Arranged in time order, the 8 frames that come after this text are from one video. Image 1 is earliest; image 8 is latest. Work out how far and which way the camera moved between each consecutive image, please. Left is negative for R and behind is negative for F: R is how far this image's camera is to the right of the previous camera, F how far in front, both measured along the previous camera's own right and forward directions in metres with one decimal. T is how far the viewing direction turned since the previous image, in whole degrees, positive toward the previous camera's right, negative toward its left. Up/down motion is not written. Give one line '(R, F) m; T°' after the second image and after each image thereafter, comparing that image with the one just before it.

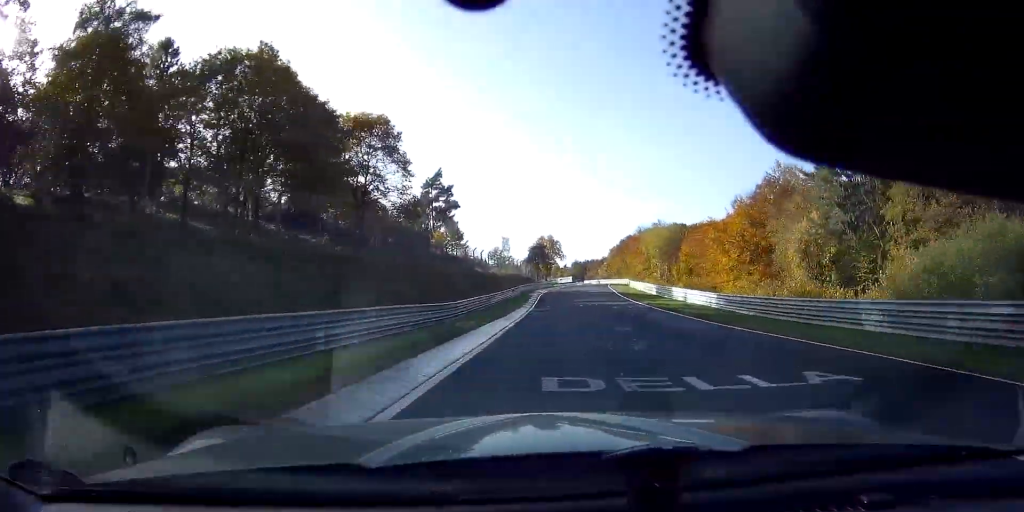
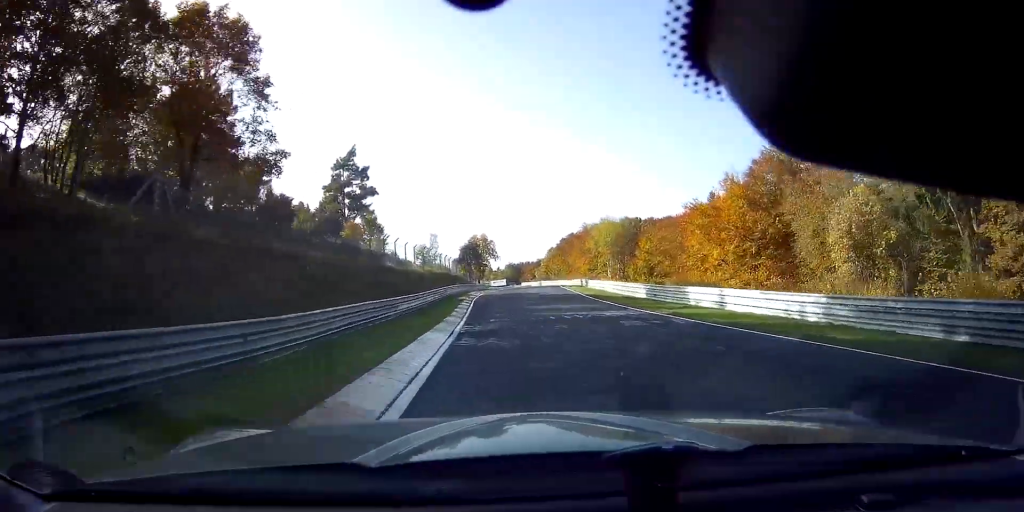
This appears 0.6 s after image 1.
(+1.5, +17.3) m; +5°
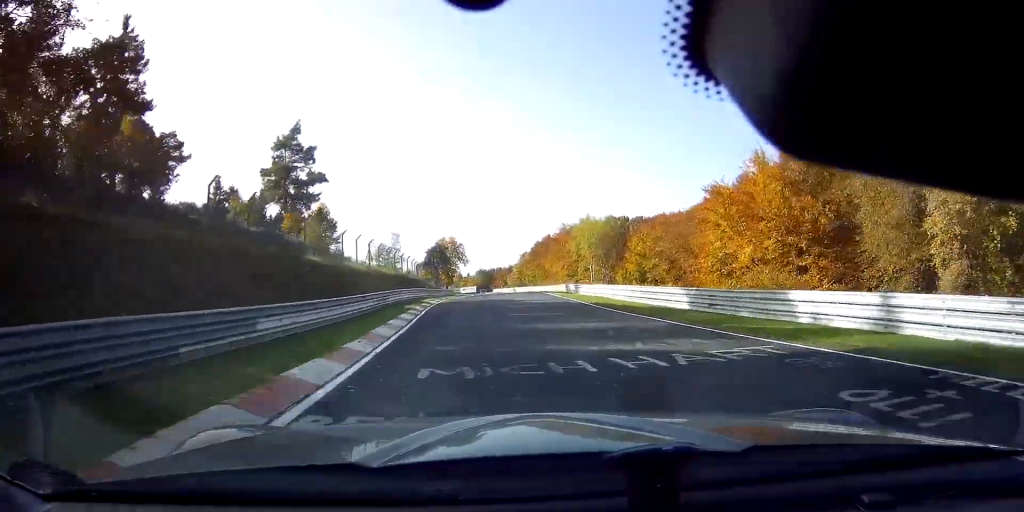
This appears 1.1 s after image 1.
(+0.3, +13.0) m; +3°
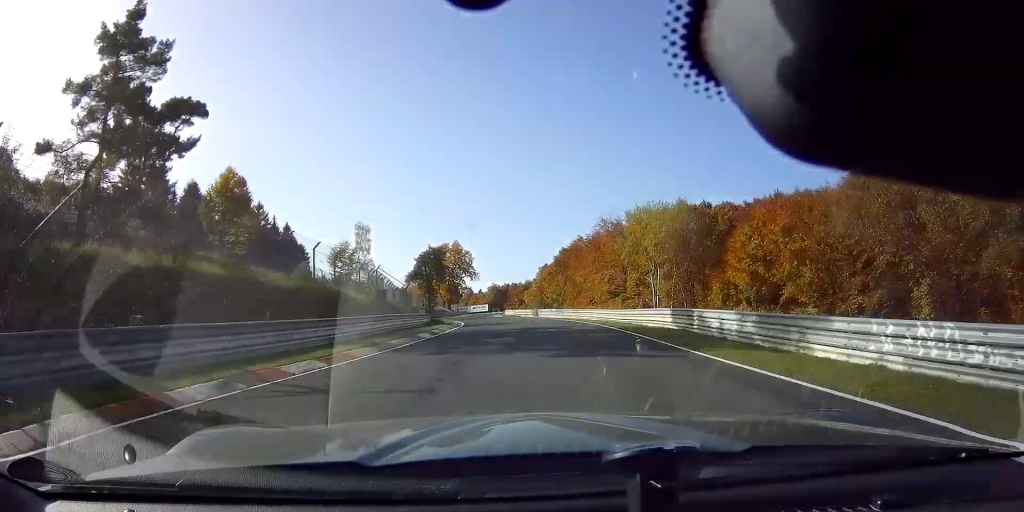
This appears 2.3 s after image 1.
(+0.7, +36.4) m; -1°
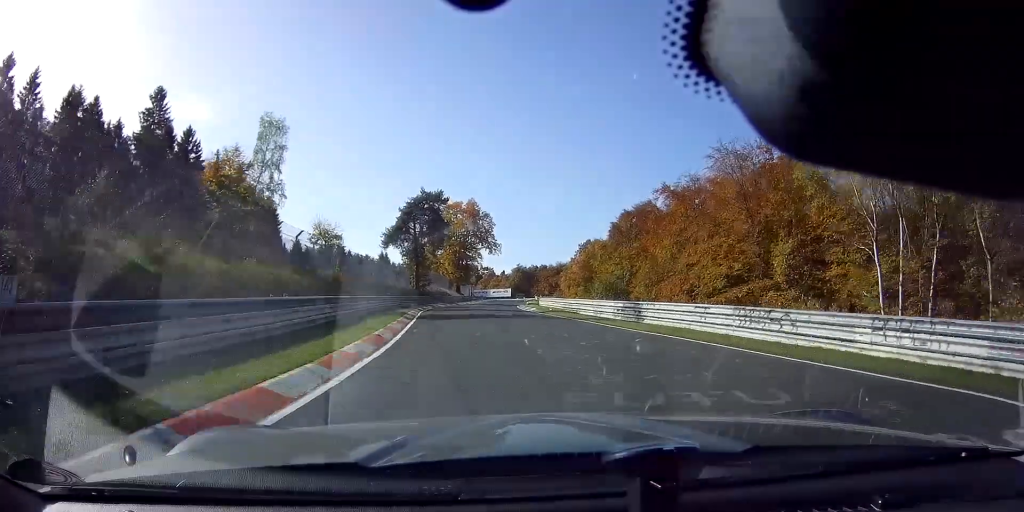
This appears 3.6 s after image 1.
(-1.1, +40.7) m; -2°
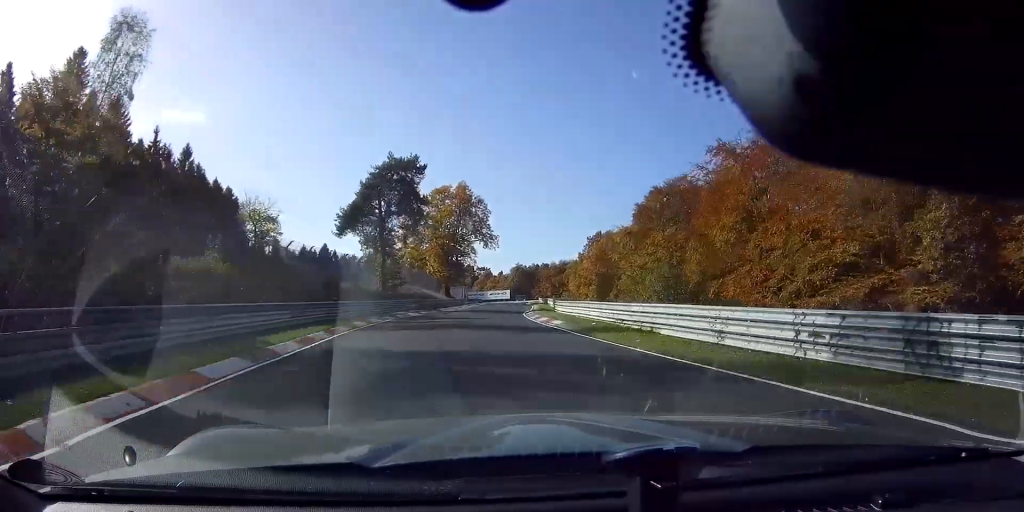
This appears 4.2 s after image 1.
(0.0, +18.4) m; 0°
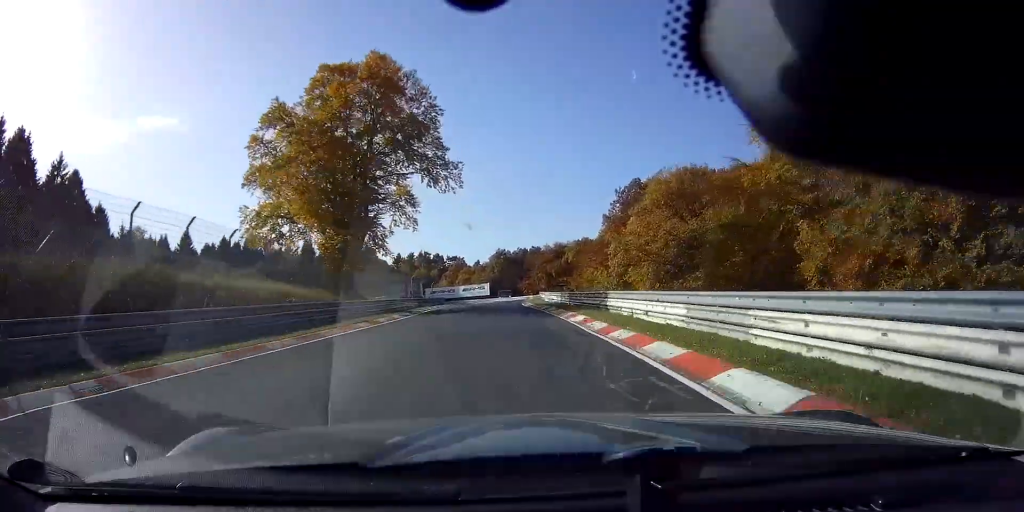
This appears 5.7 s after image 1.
(+0.4, +50.4) m; +2°
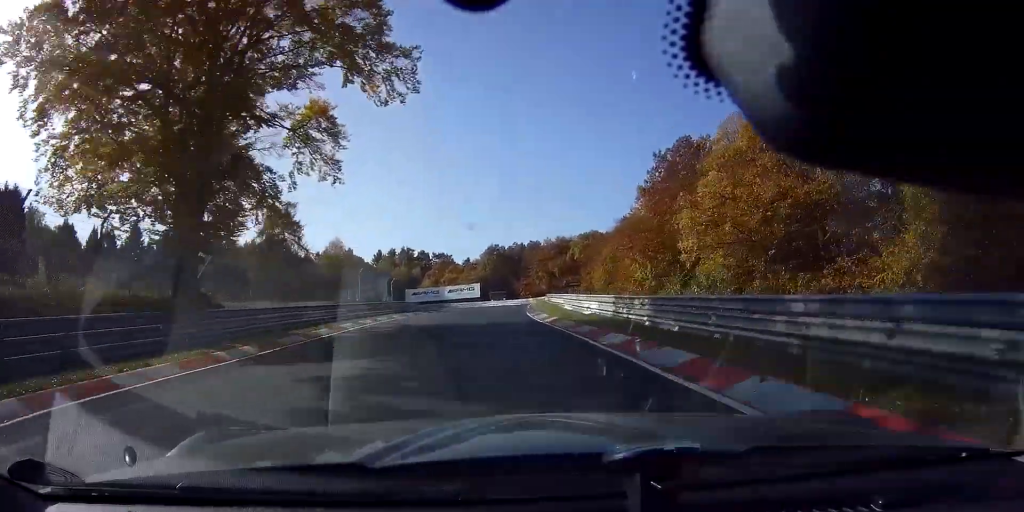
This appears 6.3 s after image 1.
(+0.2, +21.1) m; +1°
